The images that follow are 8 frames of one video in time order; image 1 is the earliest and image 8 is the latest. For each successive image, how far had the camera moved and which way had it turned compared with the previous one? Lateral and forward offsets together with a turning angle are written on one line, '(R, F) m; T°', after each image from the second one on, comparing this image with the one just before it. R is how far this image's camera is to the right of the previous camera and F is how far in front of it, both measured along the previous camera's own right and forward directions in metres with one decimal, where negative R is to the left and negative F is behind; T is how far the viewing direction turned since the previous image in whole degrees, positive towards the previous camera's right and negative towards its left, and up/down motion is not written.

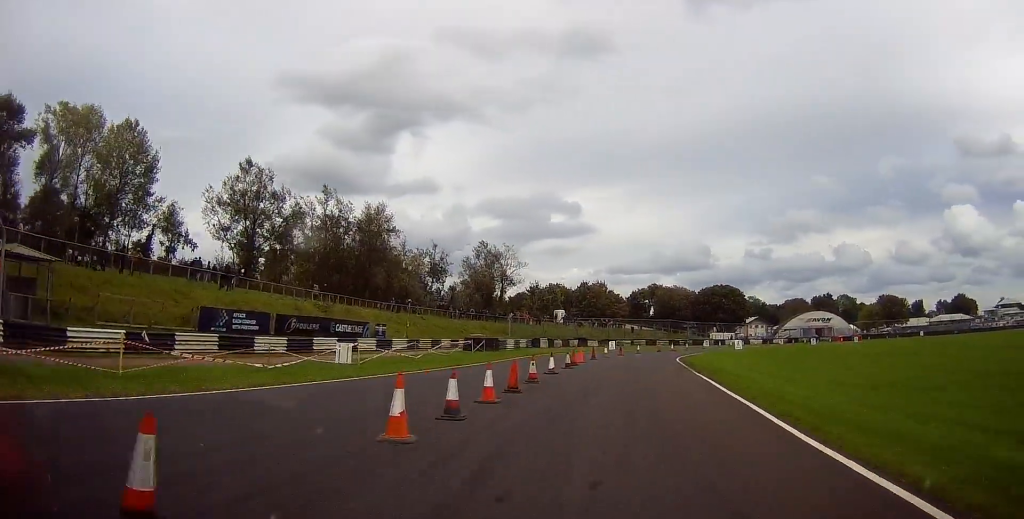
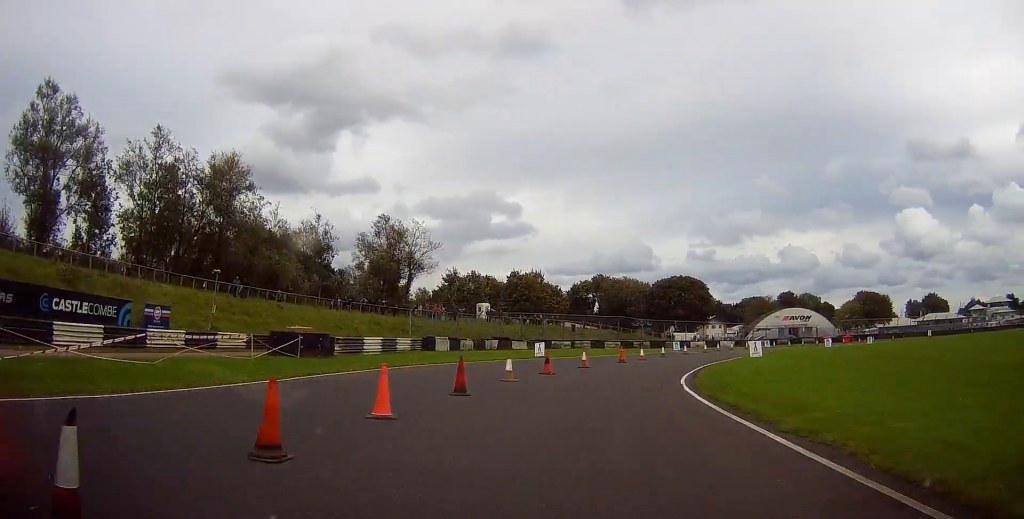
(+1.4, +22.7) m; +7°
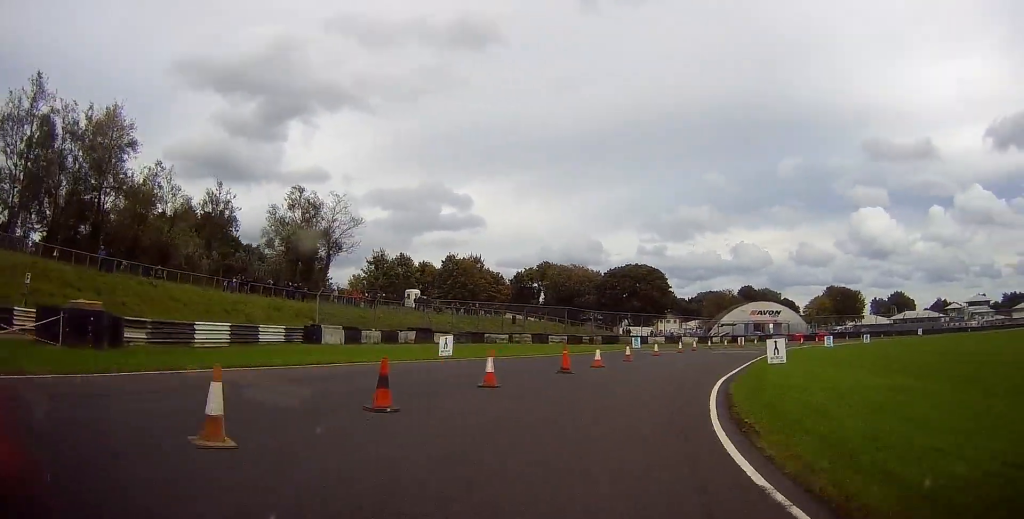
(-0.1, +11.7) m; +4°
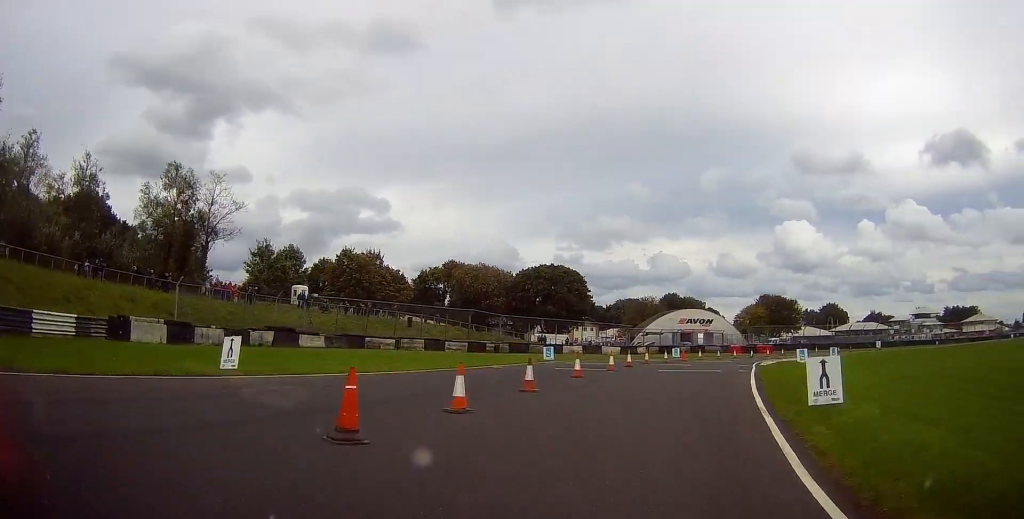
(+0.7, +10.9) m; +6°
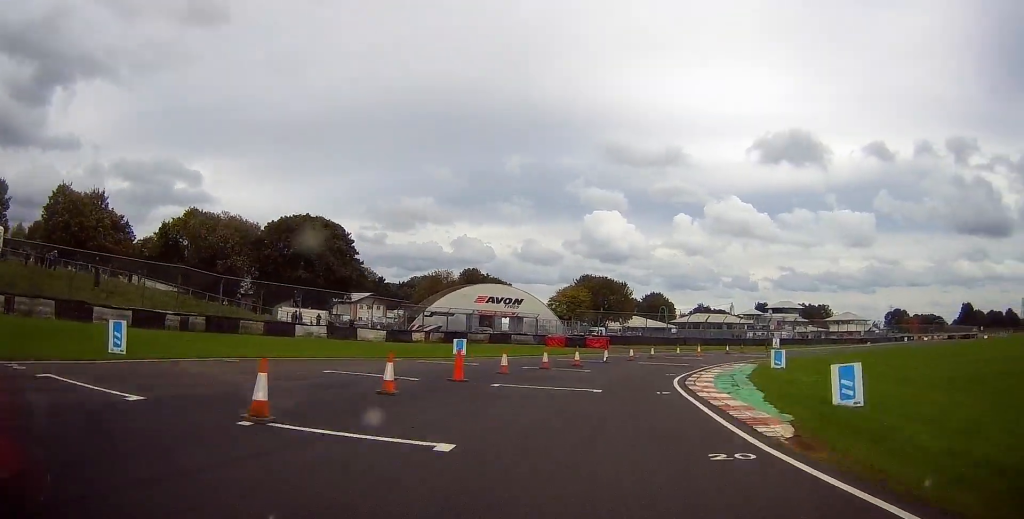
(+3.4, +25.6) m; +16°
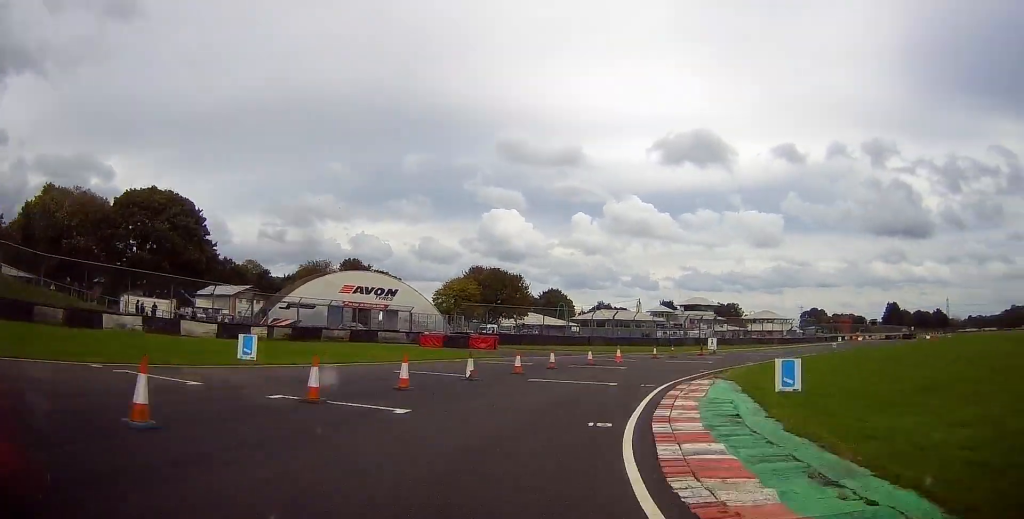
(+0.1, +12.4) m; +8°
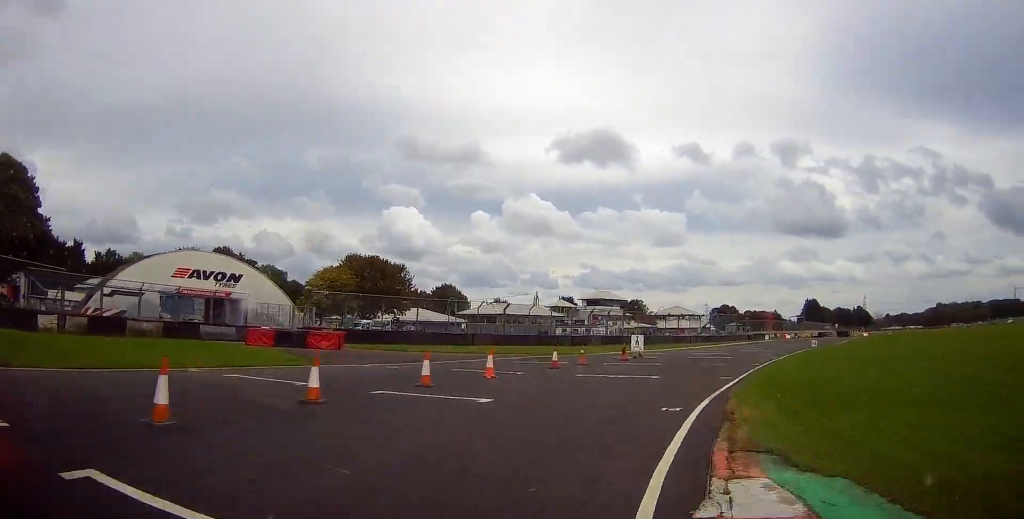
(+1.8, +13.5) m; +8°
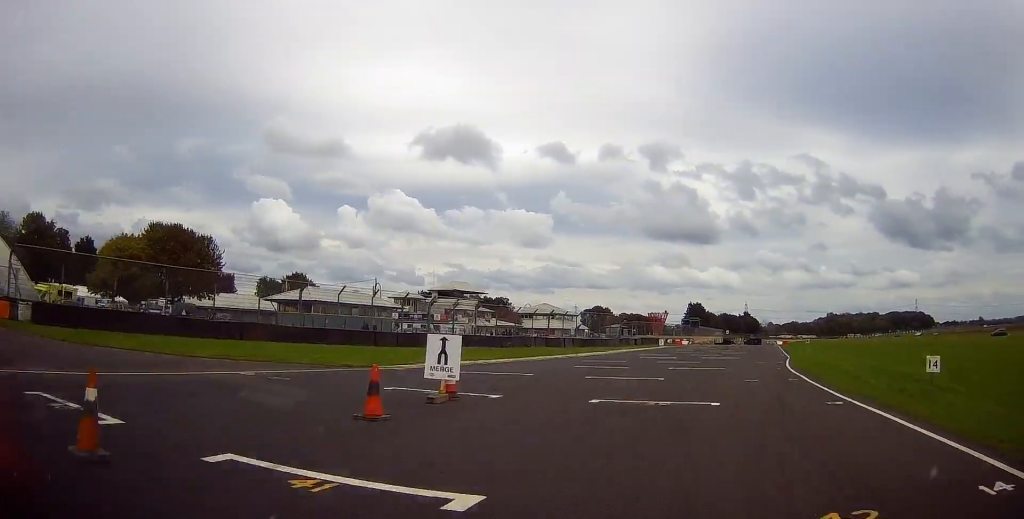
(+2.2, +21.0) m; +10°
